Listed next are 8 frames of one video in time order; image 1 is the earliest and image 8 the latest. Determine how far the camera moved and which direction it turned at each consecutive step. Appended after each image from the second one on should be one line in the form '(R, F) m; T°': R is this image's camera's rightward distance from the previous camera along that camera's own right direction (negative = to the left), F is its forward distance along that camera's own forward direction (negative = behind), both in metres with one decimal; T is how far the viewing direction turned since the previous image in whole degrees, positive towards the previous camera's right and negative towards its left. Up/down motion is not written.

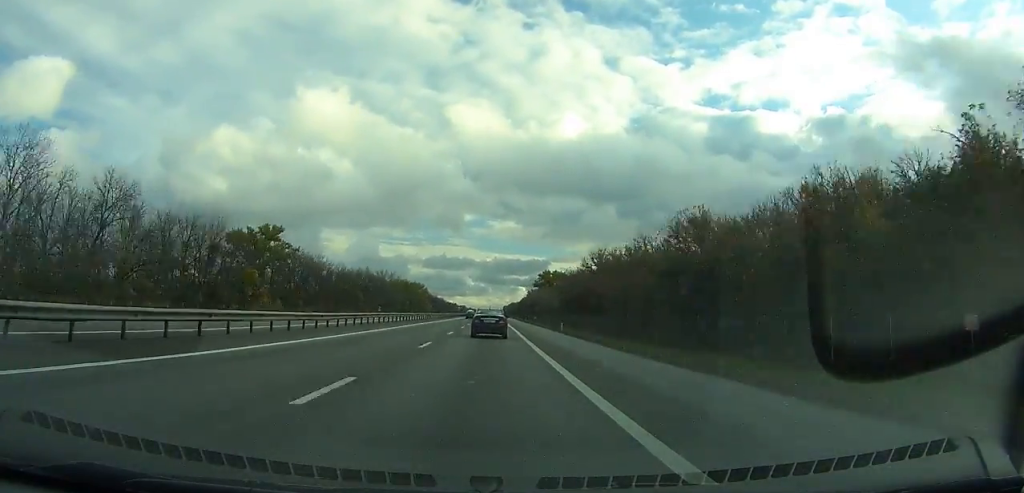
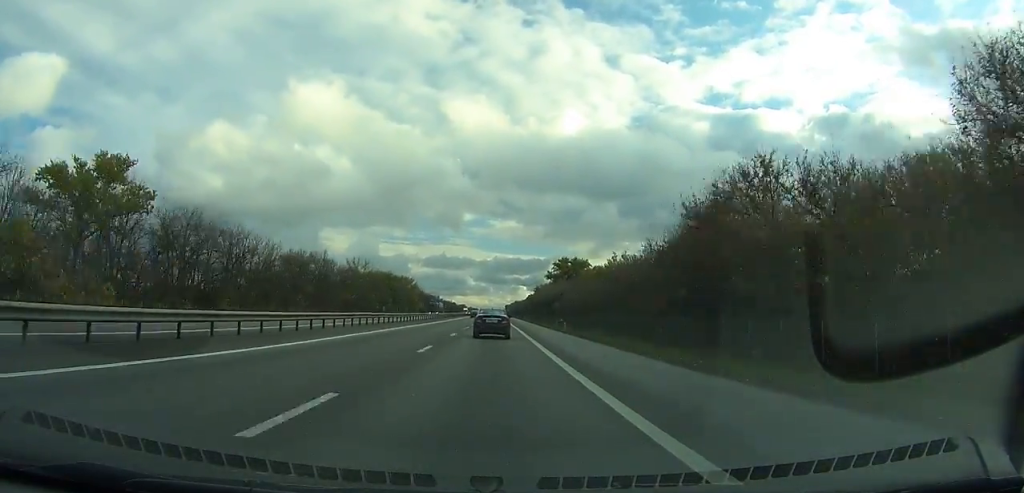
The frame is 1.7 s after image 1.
(-0.1, +49.7) m; 0°
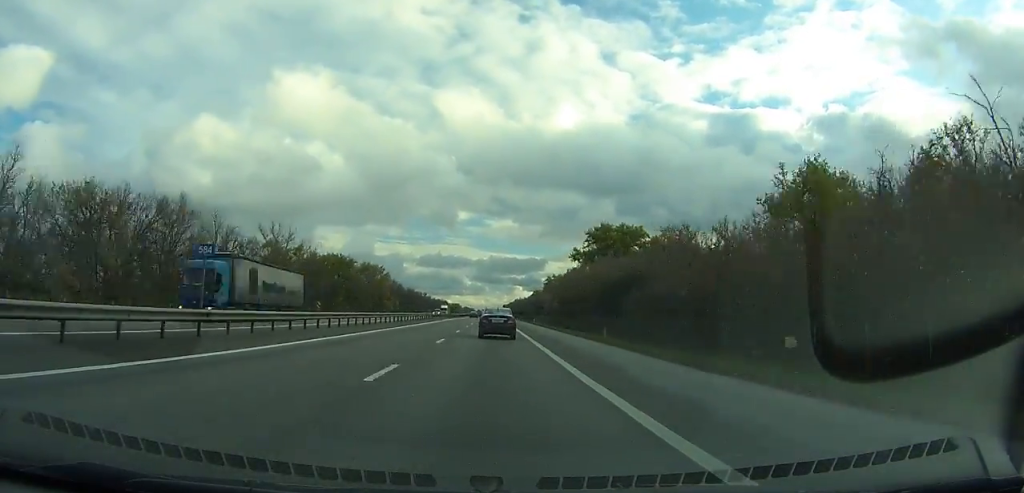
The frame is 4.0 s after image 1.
(+0.1, +67.1) m; 0°
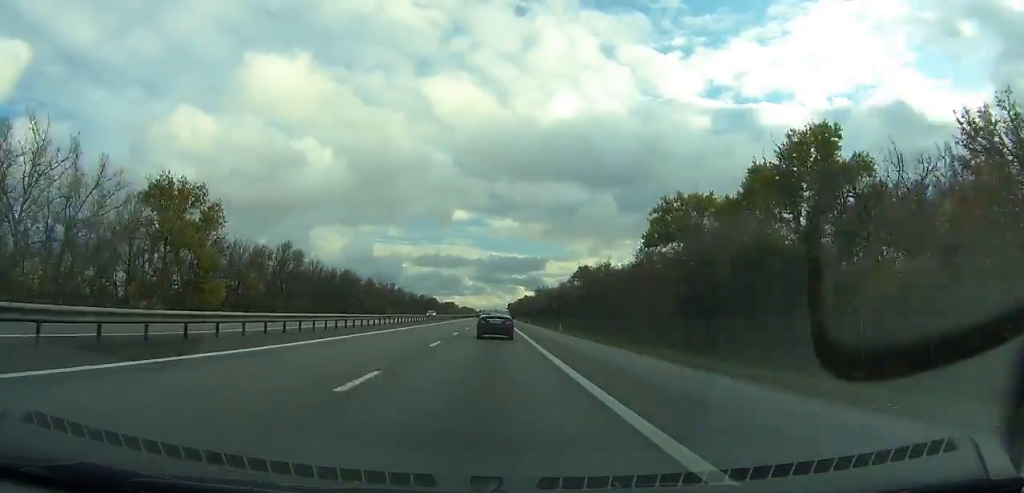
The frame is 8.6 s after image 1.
(0.0, +133.8) m; 0°
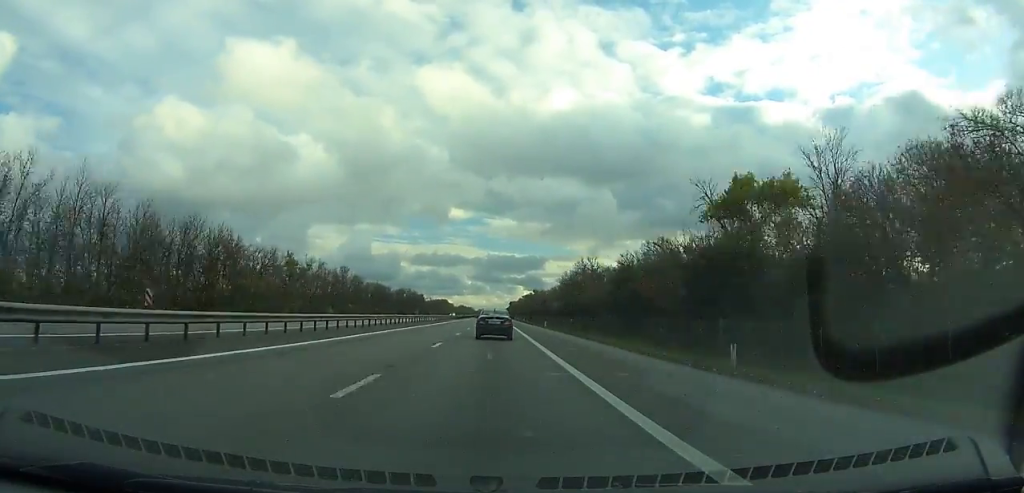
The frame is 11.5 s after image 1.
(-0.1, +84.5) m; 0°
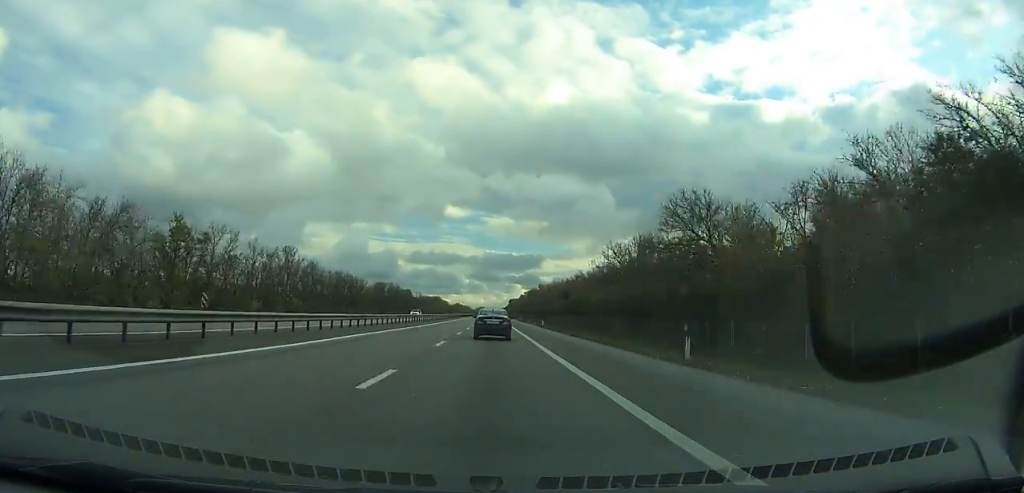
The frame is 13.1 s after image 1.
(-0.1, +46.8) m; 0°
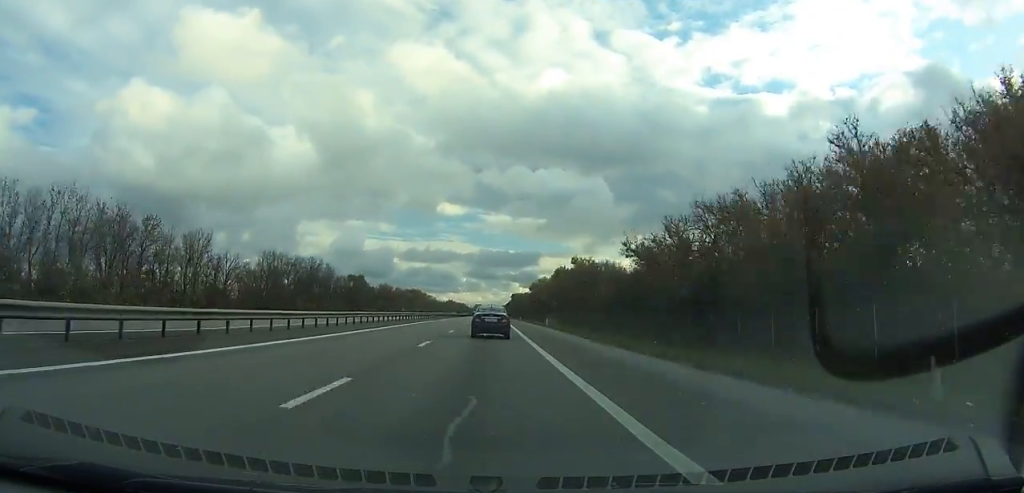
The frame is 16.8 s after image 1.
(+0.2, +108.7) m; 0°
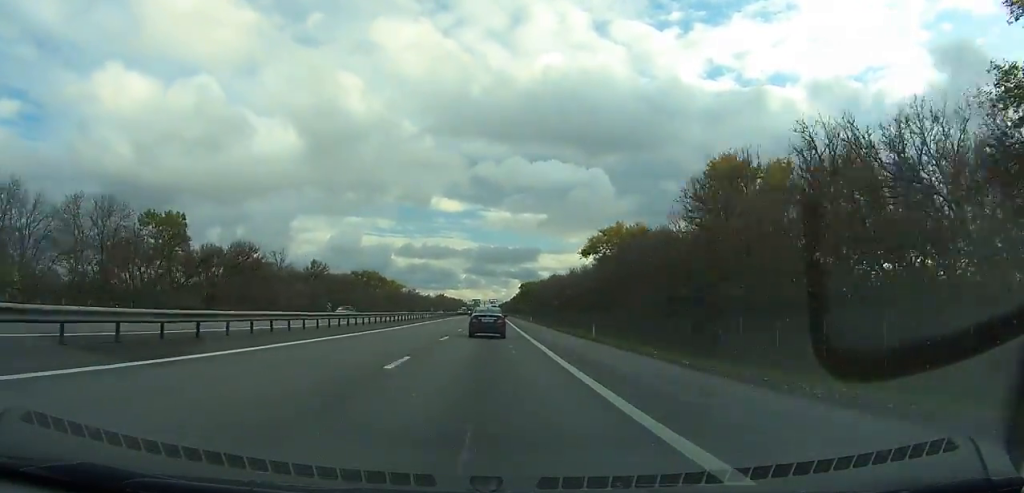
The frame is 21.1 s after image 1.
(0.0, +126.9) m; 0°
